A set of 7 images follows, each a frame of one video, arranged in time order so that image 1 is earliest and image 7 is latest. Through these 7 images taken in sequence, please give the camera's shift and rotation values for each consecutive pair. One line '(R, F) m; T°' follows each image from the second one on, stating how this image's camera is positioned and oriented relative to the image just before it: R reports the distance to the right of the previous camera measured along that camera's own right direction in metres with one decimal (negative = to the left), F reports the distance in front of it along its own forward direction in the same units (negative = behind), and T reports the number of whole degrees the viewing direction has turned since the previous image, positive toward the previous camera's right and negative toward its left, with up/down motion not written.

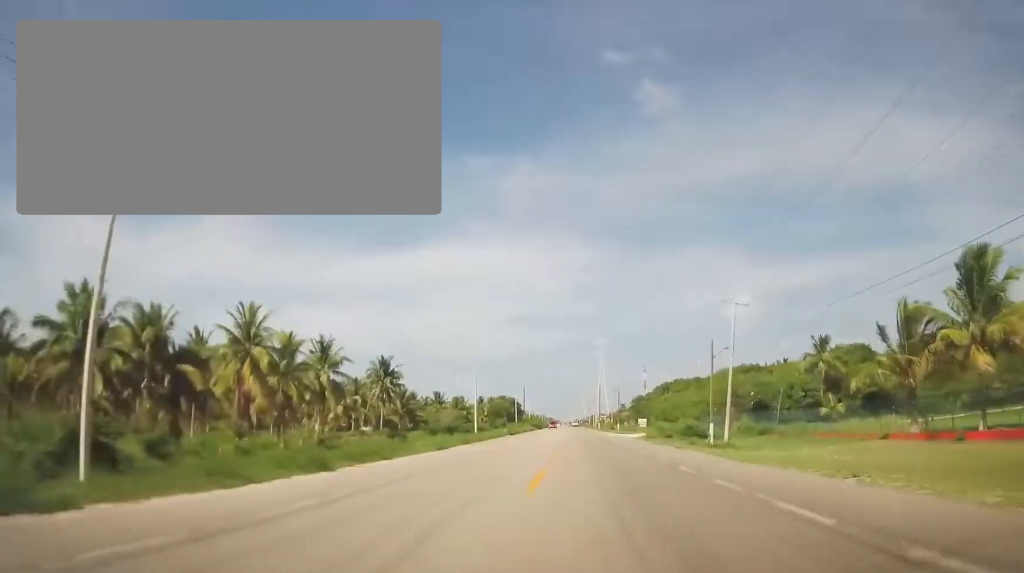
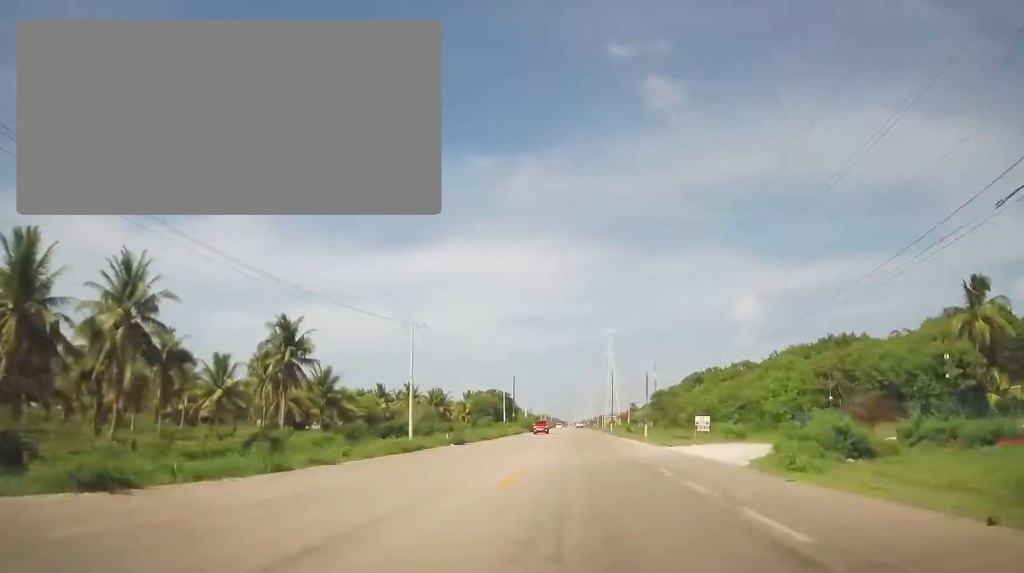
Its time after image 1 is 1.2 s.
(-0.1, +34.8) m; -1°
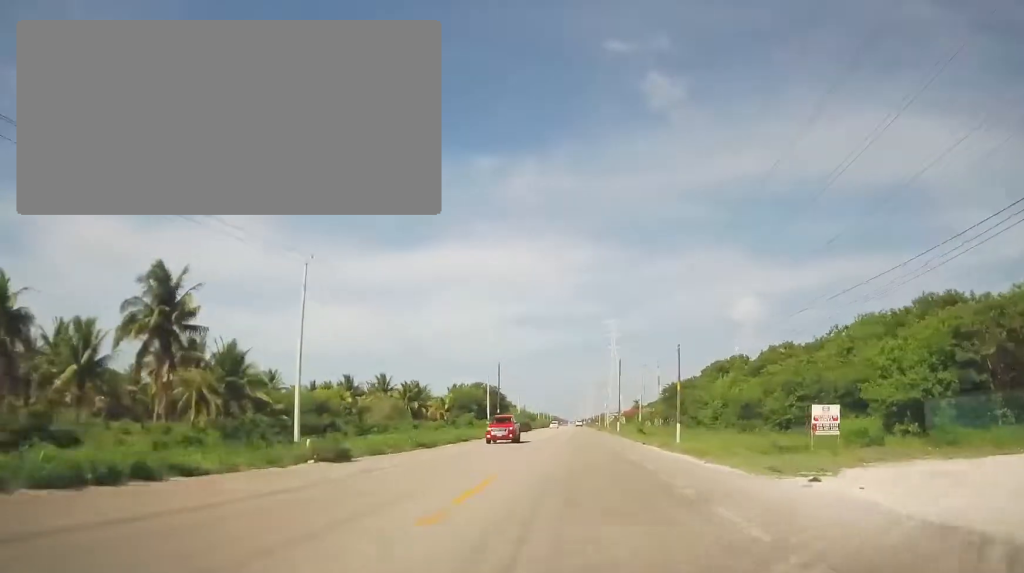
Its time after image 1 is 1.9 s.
(-0.2, +20.8) m; -1°
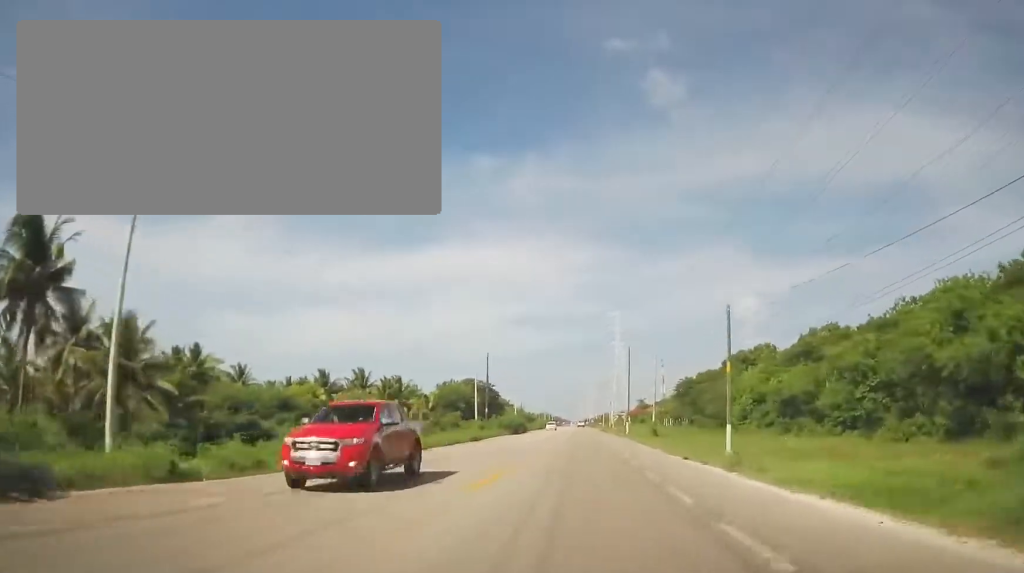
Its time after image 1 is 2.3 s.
(0.0, +13.6) m; -1°
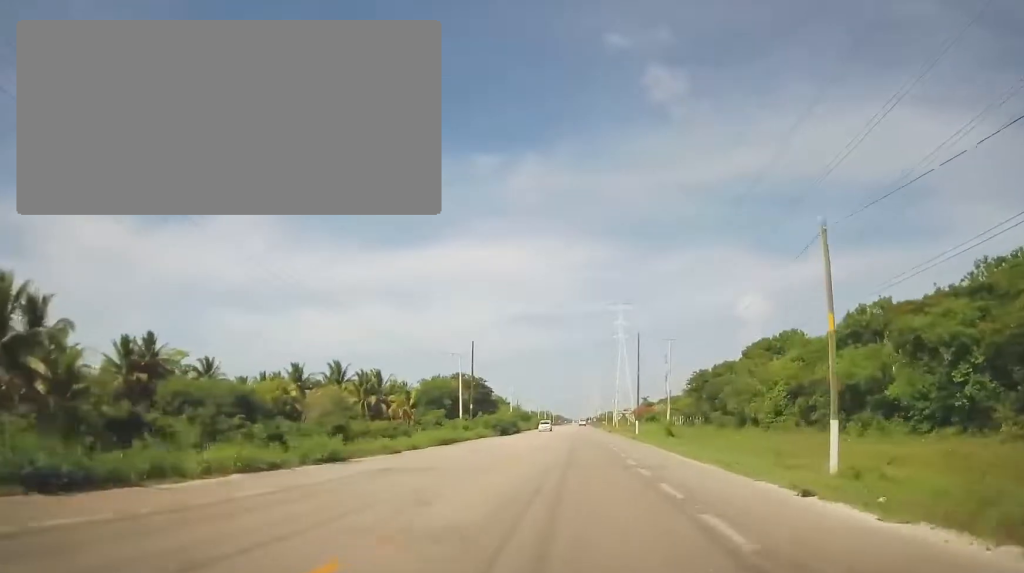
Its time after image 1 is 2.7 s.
(+0.1, +11.6) m; -1°
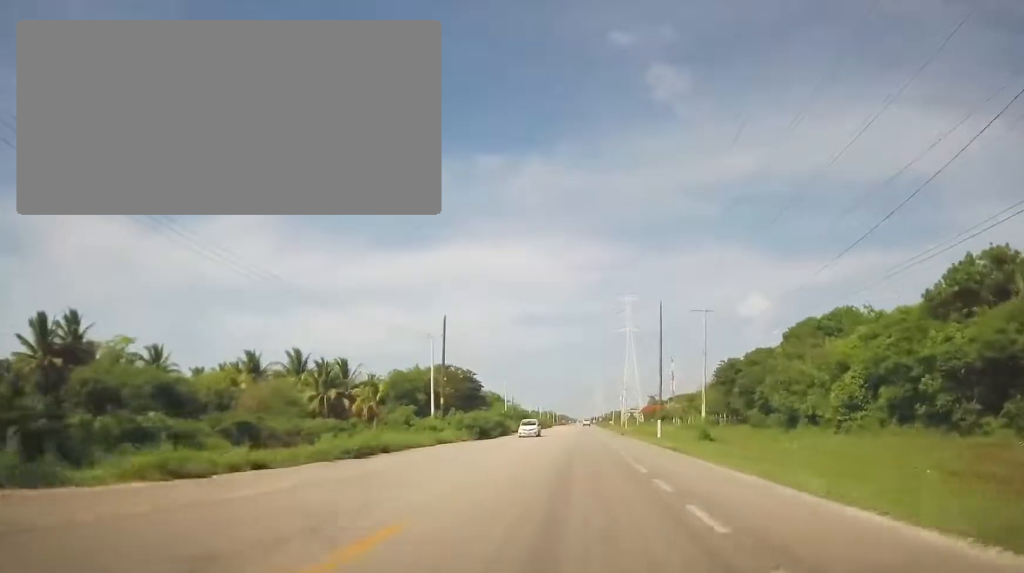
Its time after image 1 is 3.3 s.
(-0.1, +15.8) m; -1°
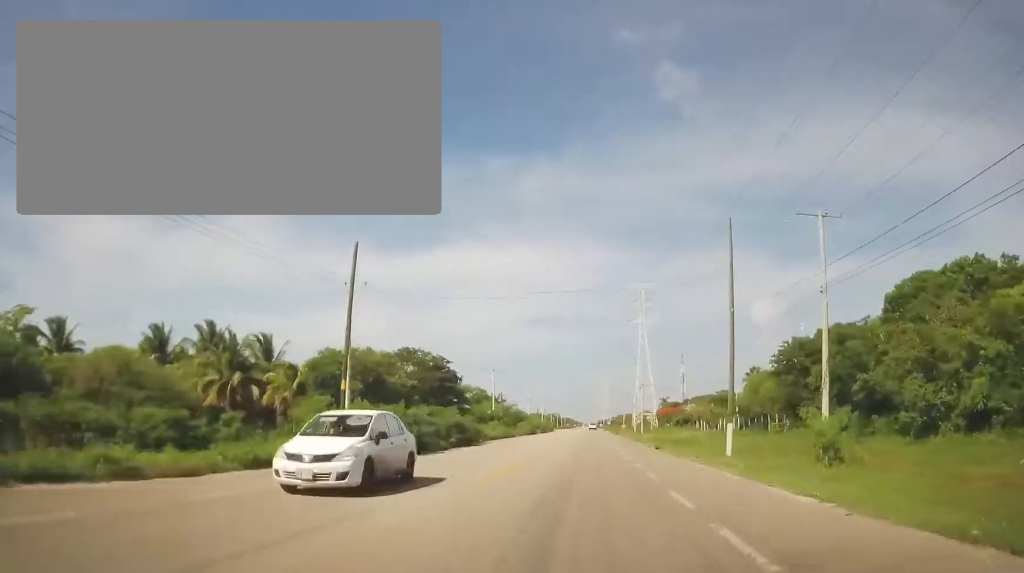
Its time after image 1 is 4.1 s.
(-0.4, +22.4) m; -1°
